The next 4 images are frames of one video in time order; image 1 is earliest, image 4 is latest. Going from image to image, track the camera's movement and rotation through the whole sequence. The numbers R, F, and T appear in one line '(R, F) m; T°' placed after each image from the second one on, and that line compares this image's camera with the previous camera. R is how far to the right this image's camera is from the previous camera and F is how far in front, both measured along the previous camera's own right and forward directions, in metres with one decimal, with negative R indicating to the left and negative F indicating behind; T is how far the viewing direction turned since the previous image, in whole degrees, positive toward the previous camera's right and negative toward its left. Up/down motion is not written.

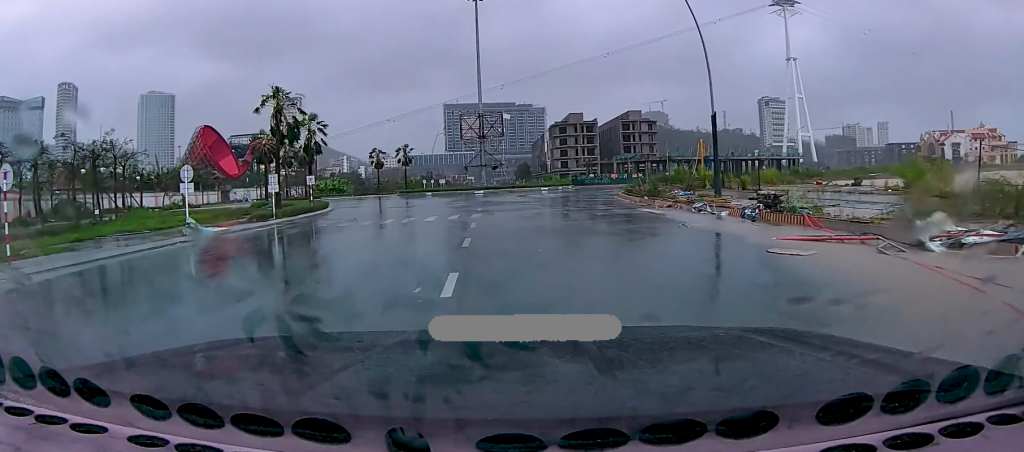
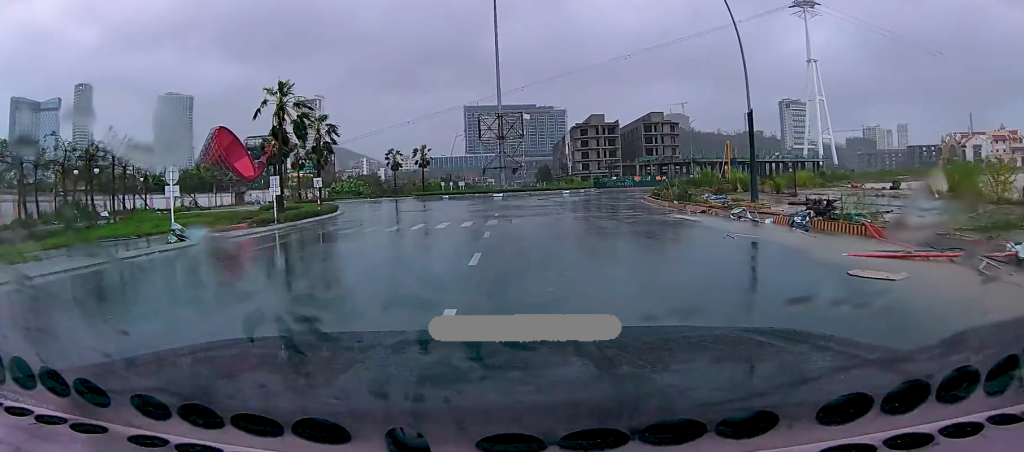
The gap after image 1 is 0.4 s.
(+0.1, +2.8) m; -3°
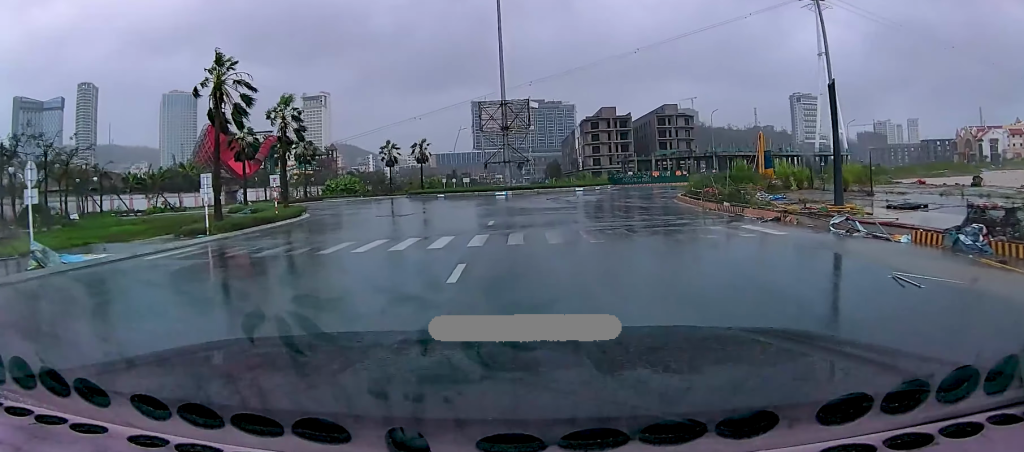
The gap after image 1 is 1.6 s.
(-0.8, +7.9) m; -1°
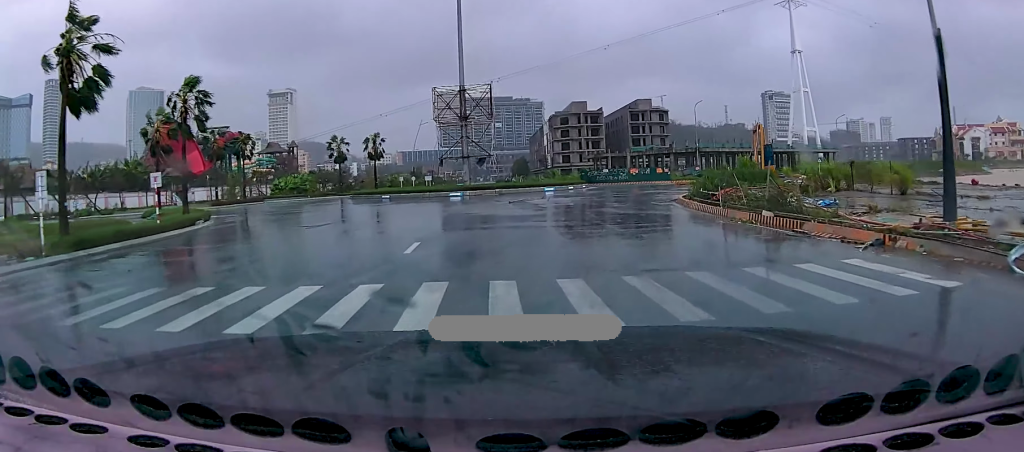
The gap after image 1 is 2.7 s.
(+0.7, +8.3) m; 0°
